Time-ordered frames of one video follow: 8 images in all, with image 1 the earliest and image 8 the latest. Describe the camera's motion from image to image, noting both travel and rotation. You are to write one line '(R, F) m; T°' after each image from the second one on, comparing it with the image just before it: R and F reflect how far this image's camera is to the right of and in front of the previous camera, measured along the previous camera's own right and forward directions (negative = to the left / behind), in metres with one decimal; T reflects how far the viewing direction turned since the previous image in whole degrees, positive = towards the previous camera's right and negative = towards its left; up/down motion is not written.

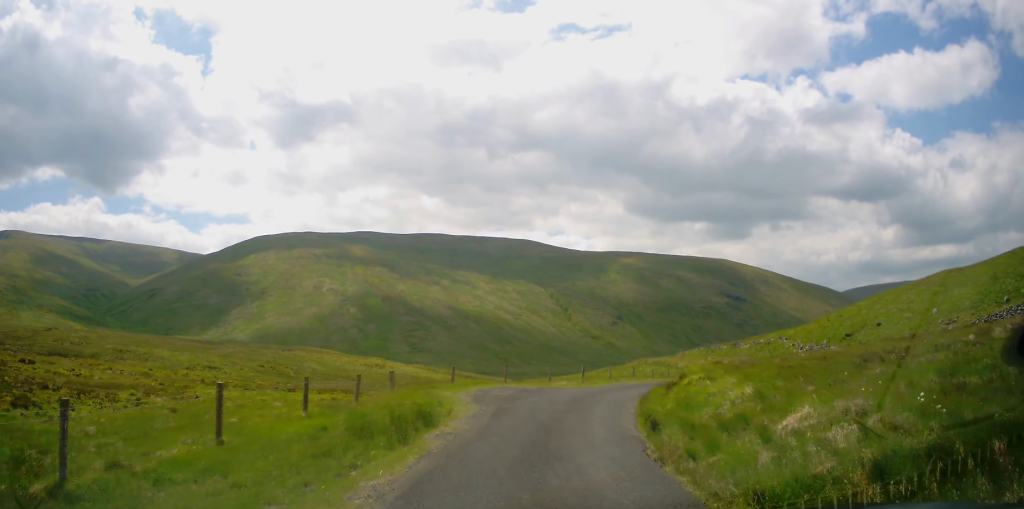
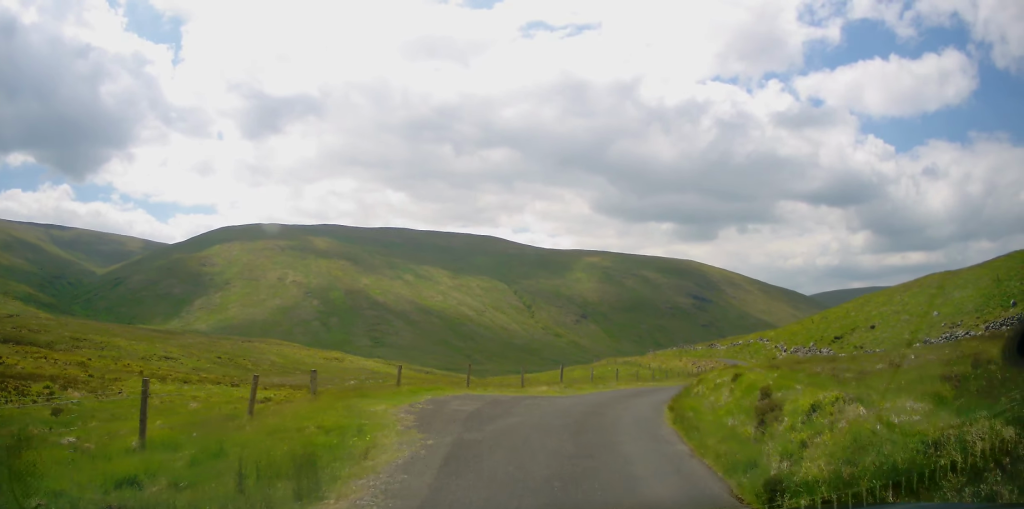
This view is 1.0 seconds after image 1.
(+0.1, +5.2) m; +4°
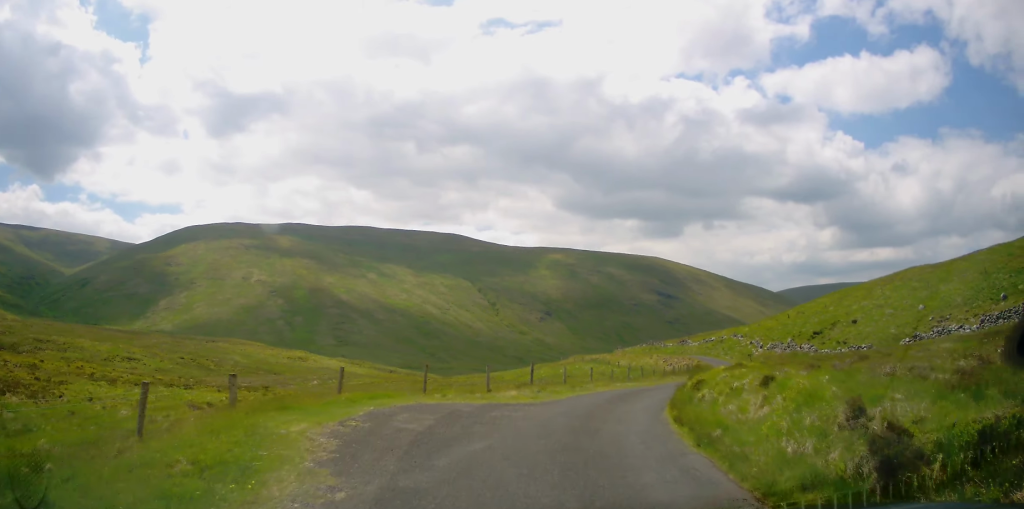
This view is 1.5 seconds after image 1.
(-0.1, +3.0) m; +3°
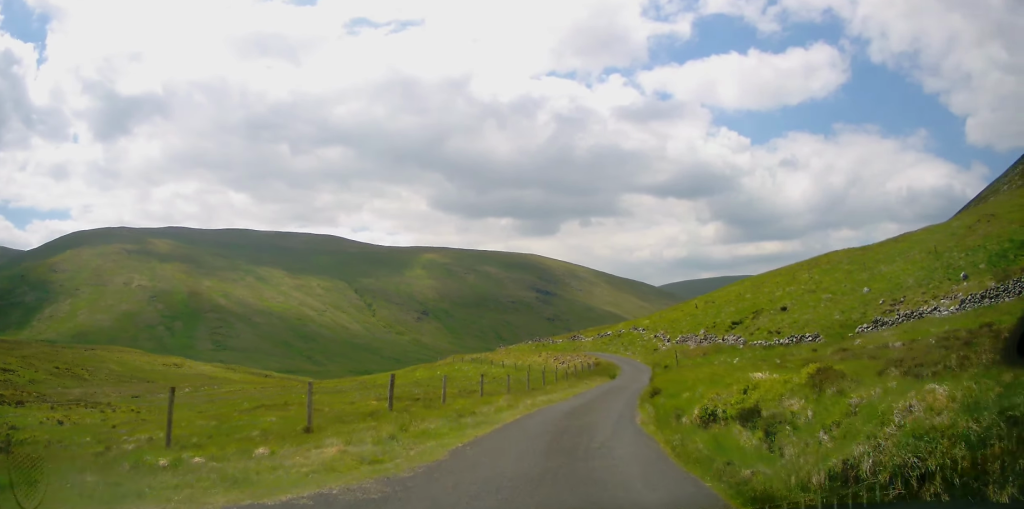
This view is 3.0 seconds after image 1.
(+0.9, +9.7) m; +12°
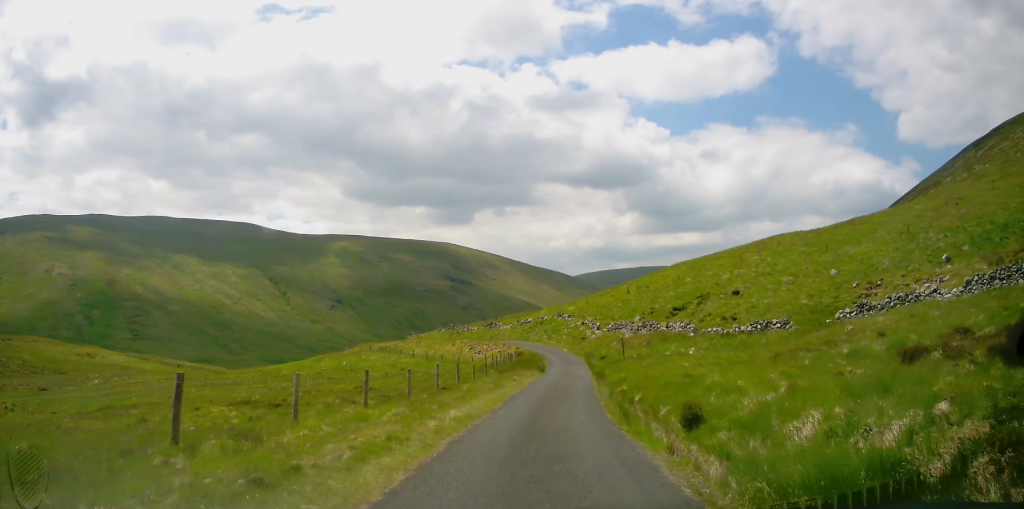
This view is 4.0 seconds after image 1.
(+0.7, +7.2) m; +9°
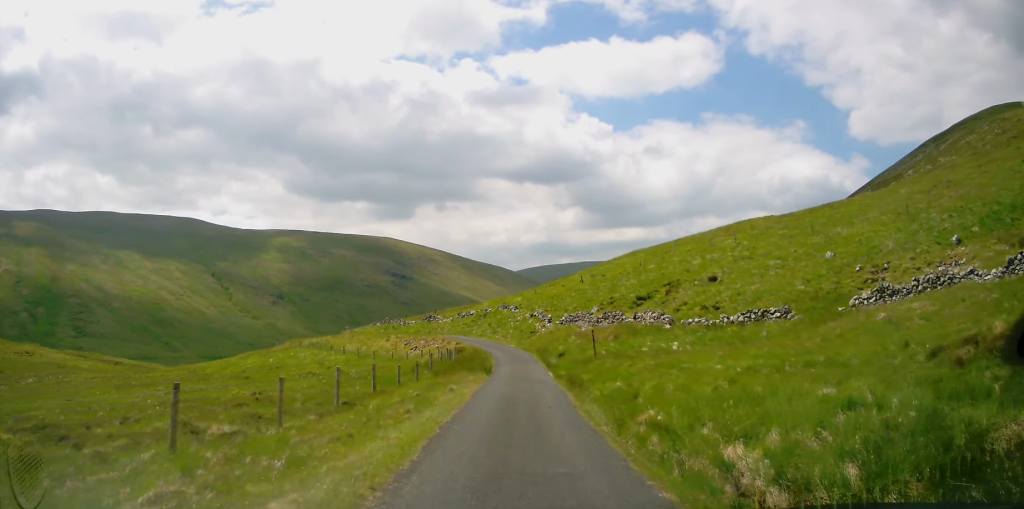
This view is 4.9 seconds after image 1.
(+0.4, +7.1) m; +4°
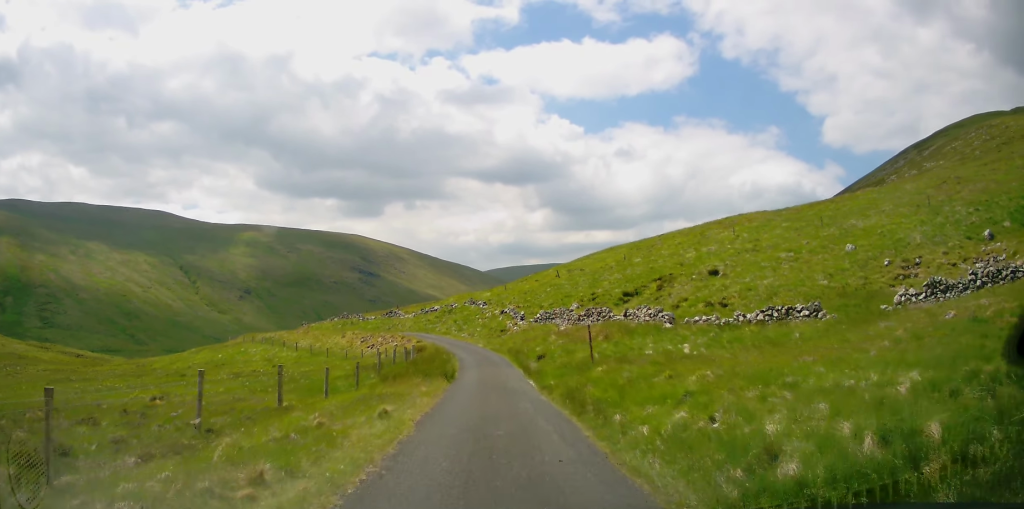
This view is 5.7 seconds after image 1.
(0.0, +6.1) m; +1°
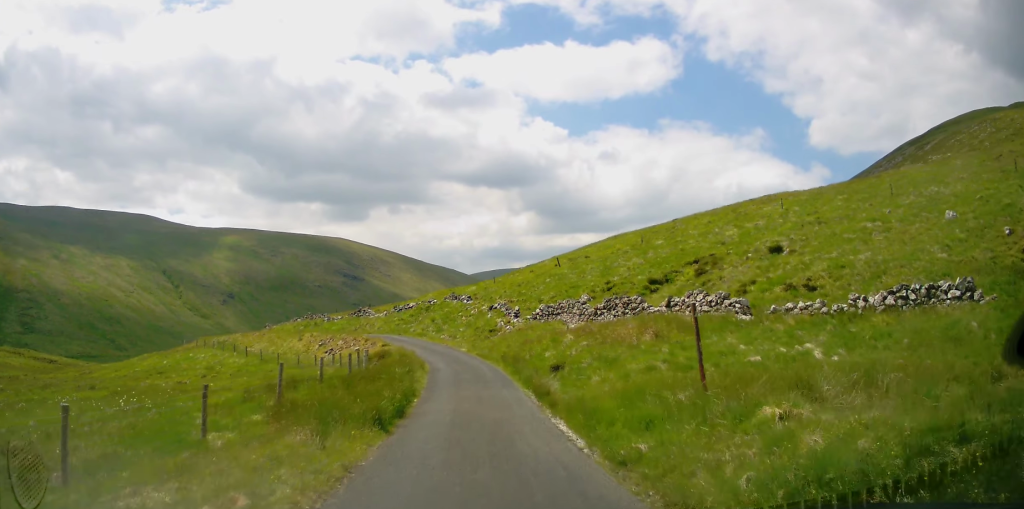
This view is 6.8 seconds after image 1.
(+0.3, +10.4) m; +1°
